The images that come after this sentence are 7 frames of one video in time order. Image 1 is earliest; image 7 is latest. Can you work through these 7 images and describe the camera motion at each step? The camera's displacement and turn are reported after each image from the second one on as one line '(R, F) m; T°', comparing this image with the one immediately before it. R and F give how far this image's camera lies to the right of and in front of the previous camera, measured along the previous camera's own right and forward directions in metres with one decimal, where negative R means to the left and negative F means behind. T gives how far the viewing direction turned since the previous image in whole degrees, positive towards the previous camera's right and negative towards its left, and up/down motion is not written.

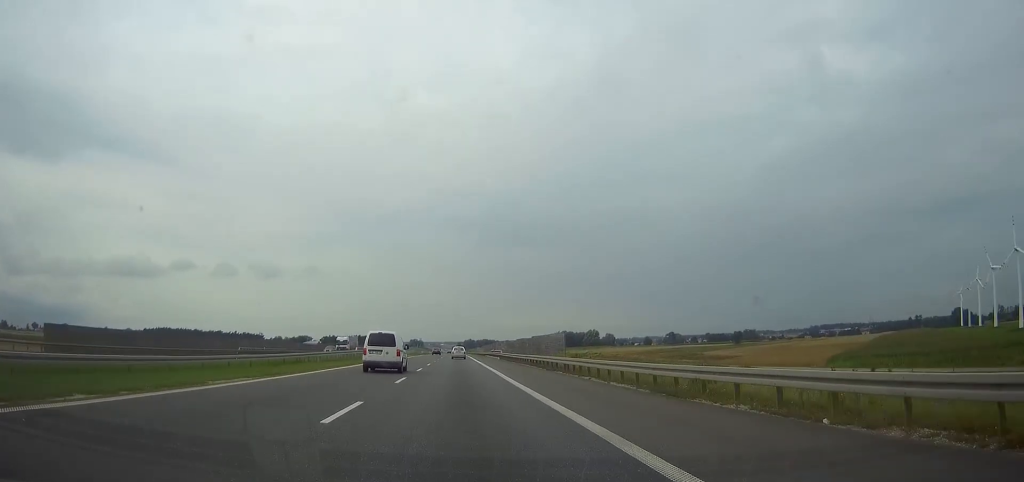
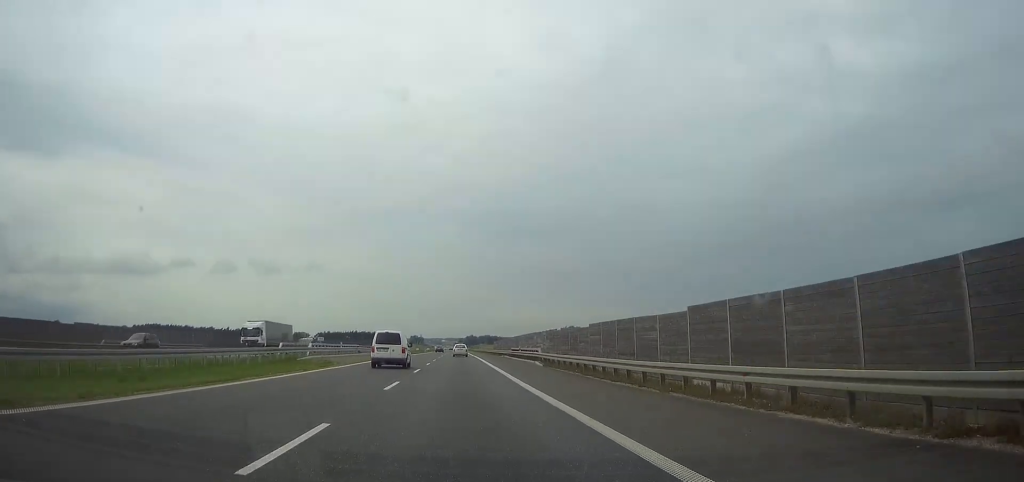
(0.0, +39.6) m; 0°
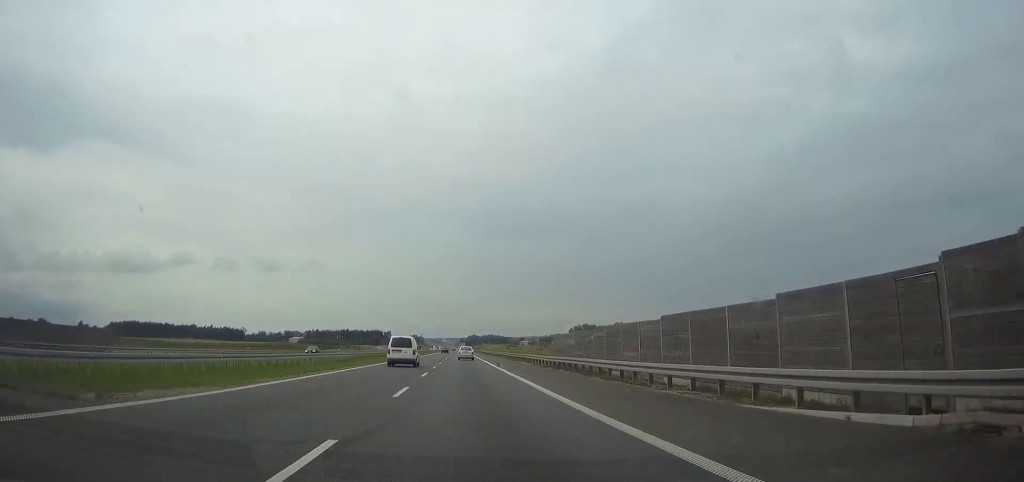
(-0.2, +73.0) m; 0°
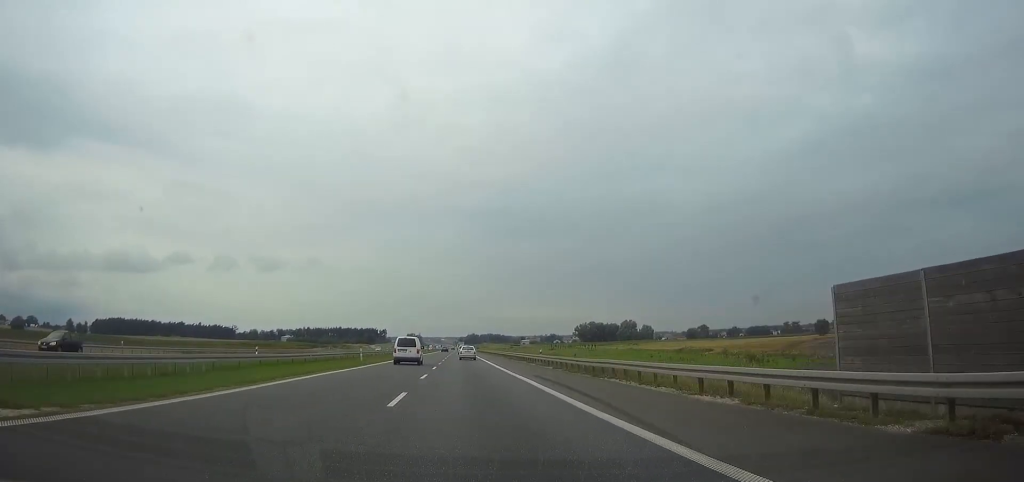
(0.0, +38.6) m; 0°
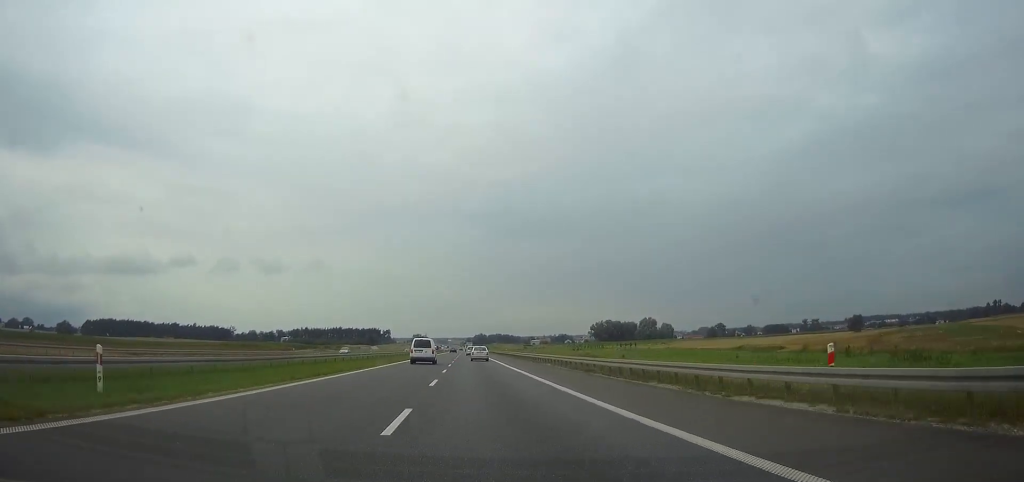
(0.0, +40.3) m; 0°
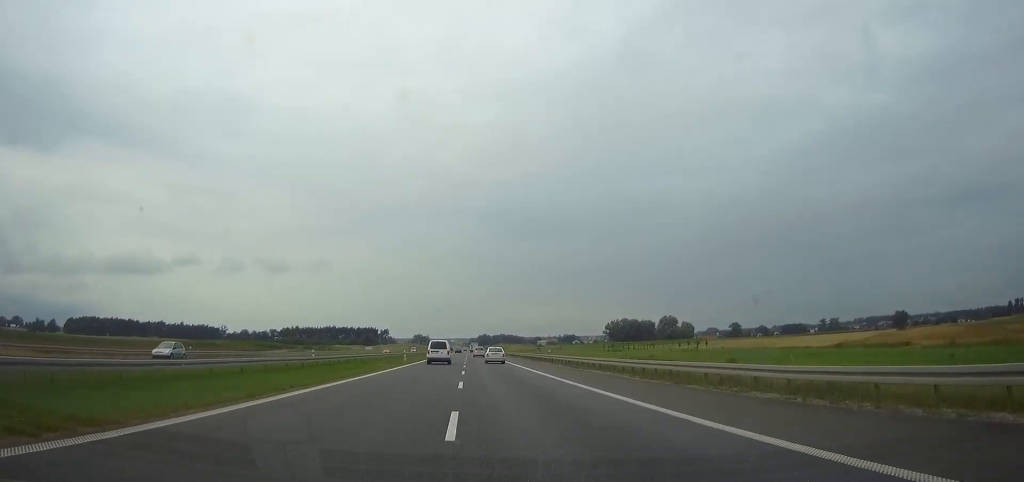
(-0.2, +47.7) m; 0°
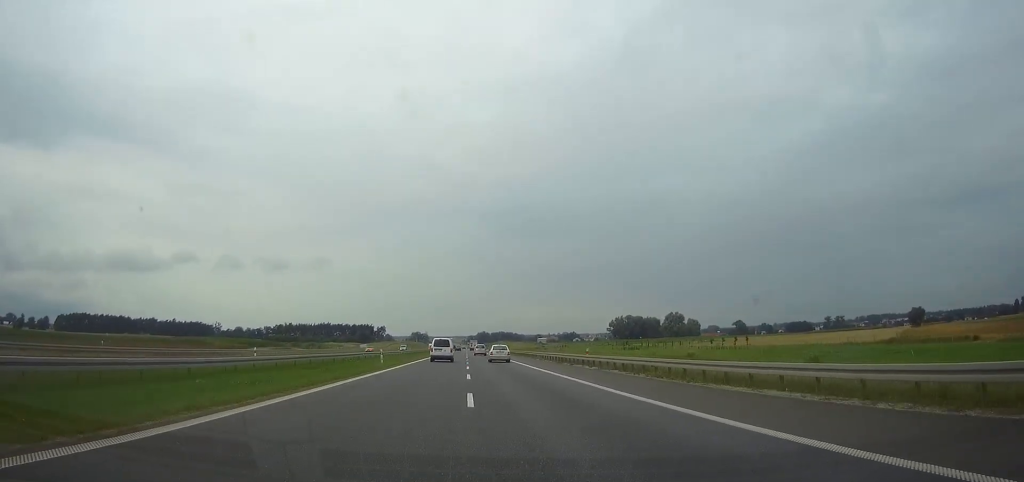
(-0.1, +18.8) m; 0°
